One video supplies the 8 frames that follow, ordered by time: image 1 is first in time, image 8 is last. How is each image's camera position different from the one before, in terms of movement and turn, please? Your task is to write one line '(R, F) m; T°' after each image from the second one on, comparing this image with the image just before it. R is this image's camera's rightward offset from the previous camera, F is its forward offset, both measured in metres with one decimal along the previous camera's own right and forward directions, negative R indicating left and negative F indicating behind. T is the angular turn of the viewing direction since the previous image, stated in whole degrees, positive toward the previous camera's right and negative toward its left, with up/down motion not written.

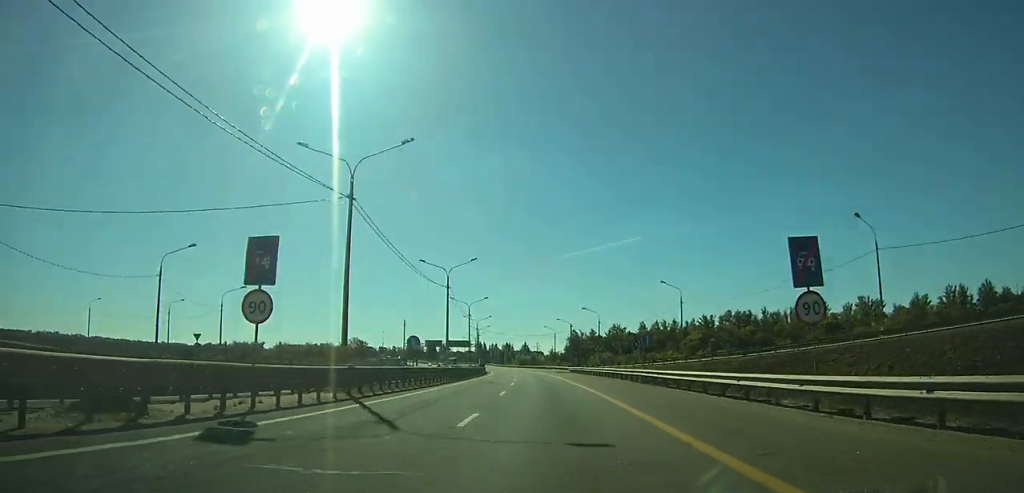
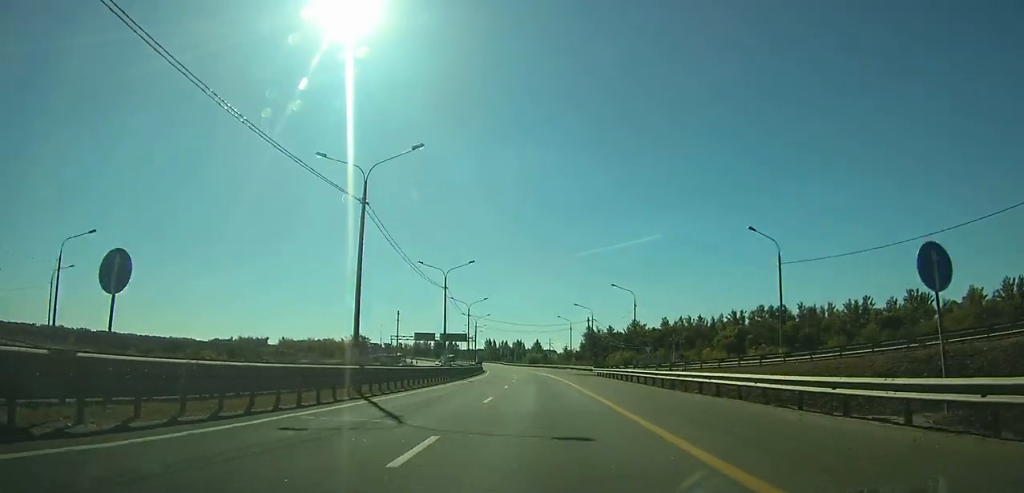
(-0.2, +29.2) m; -1°
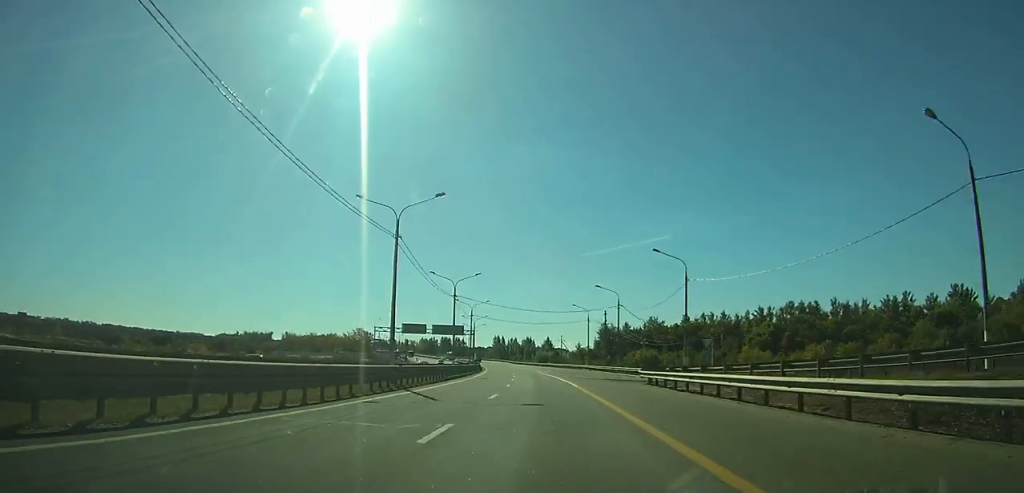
(-0.1, +22.2) m; -1°
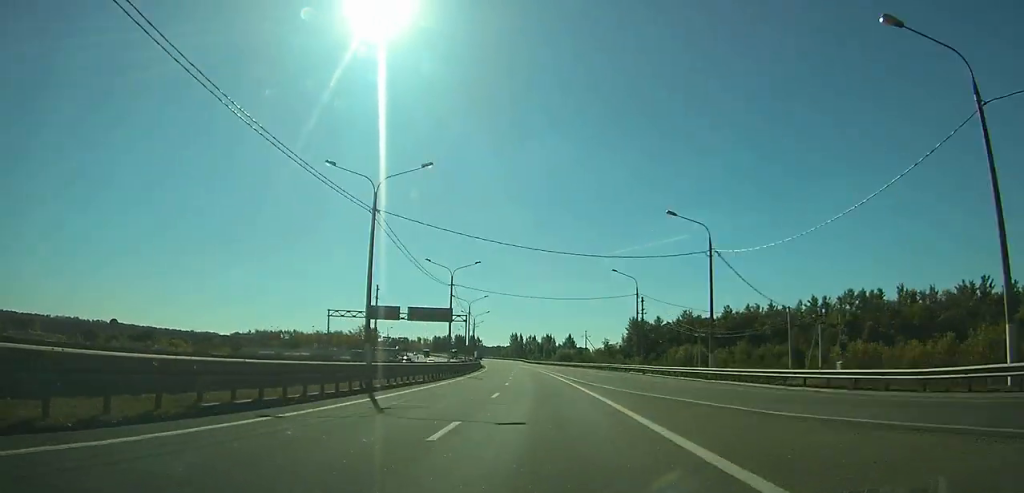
(-0.5, +36.2) m; -2°
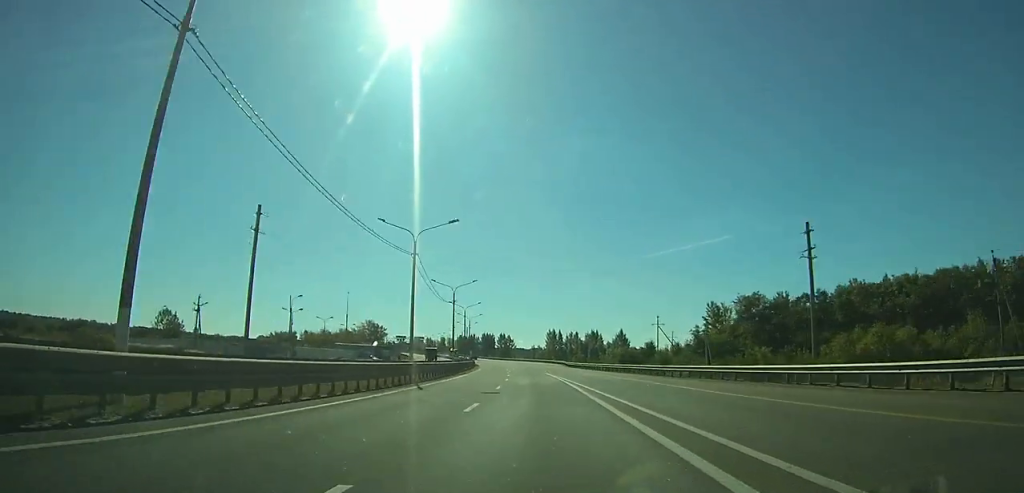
(-2.2, +79.5) m; -3°
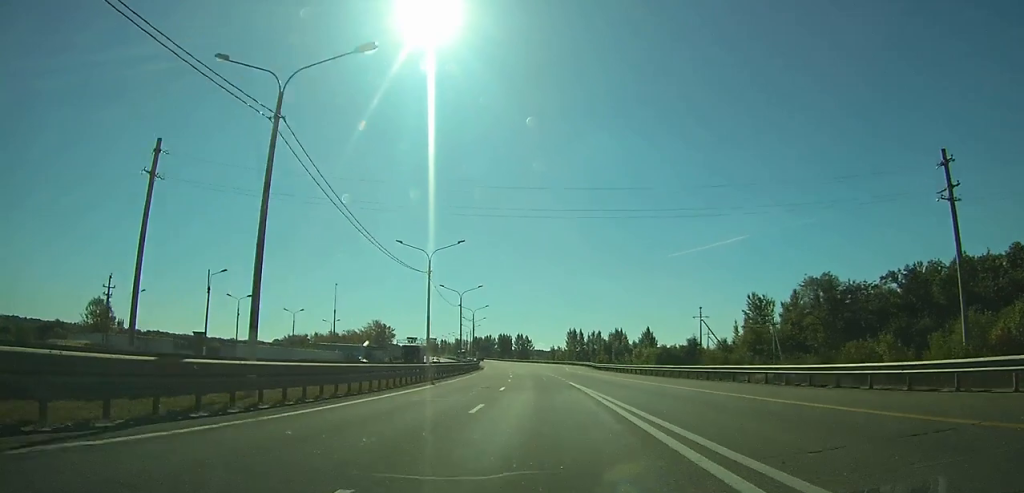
(+0.1, +24.6) m; -1°
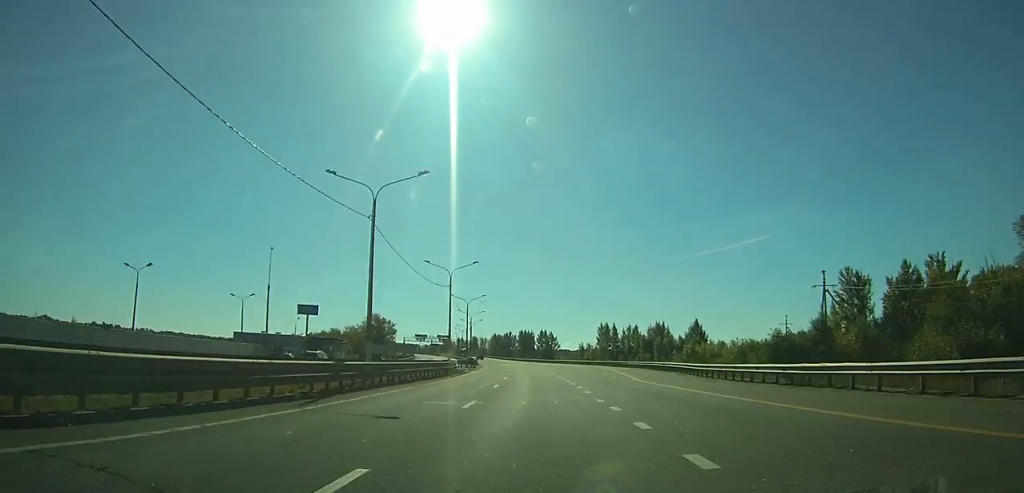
(-1.2, +47.6) m; -3°
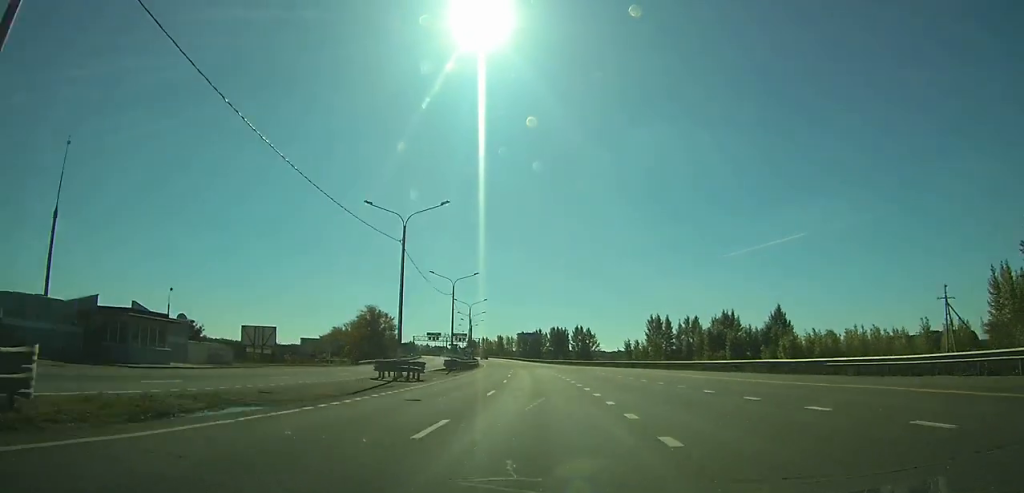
(-1.9, +55.0) m; -4°
